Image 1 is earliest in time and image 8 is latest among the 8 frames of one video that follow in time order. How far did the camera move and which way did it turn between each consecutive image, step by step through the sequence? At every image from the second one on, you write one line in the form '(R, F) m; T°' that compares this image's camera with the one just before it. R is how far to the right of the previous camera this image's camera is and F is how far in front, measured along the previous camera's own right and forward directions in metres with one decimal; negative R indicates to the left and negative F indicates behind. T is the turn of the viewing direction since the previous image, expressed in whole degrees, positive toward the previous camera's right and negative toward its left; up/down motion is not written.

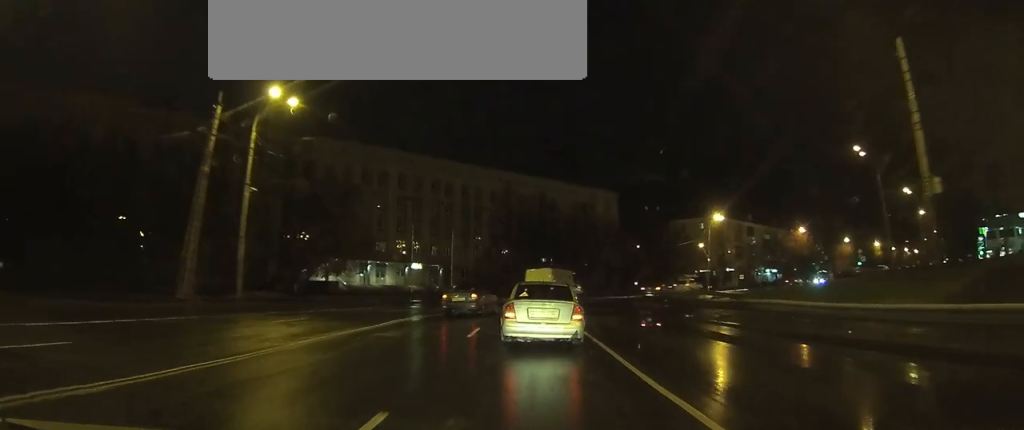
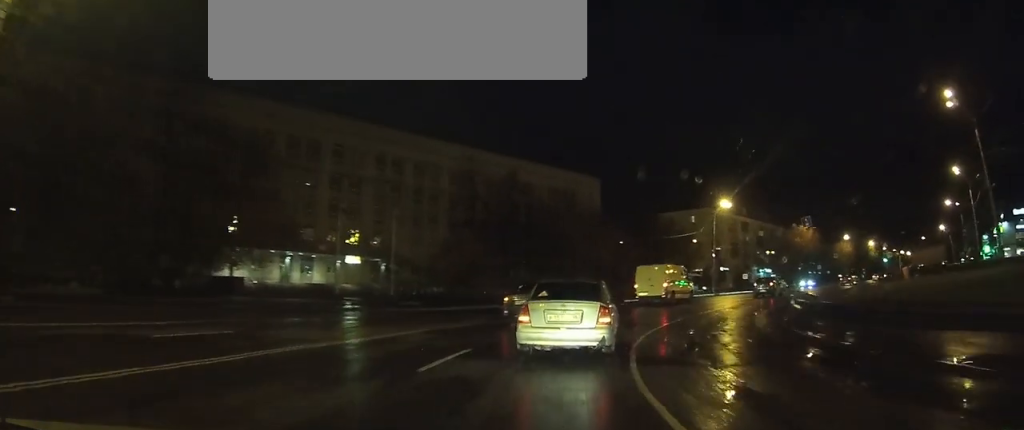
(+0.7, +17.4) m; +4°
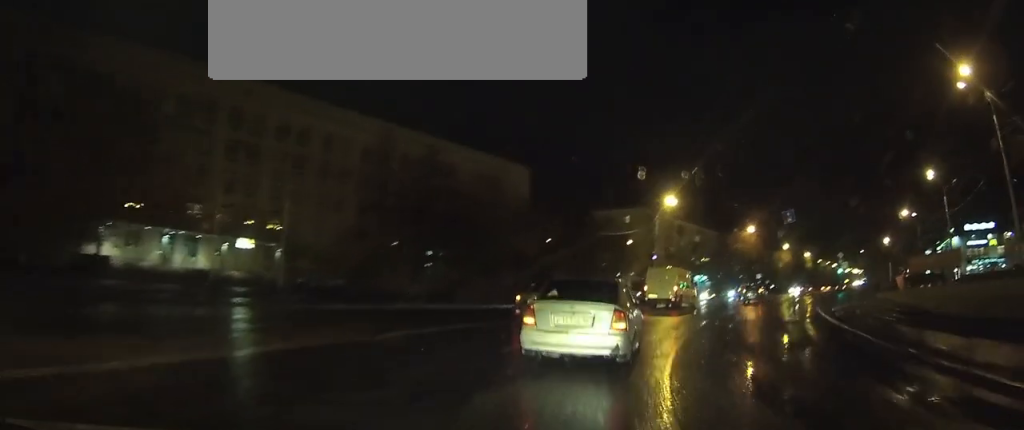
(-0.1, +9.1) m; +6°
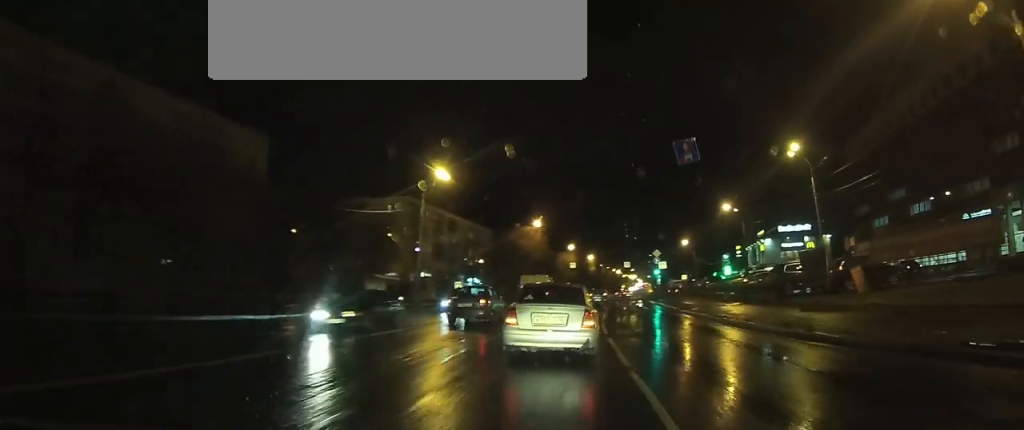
(+4.2, +20.4) m; +19°
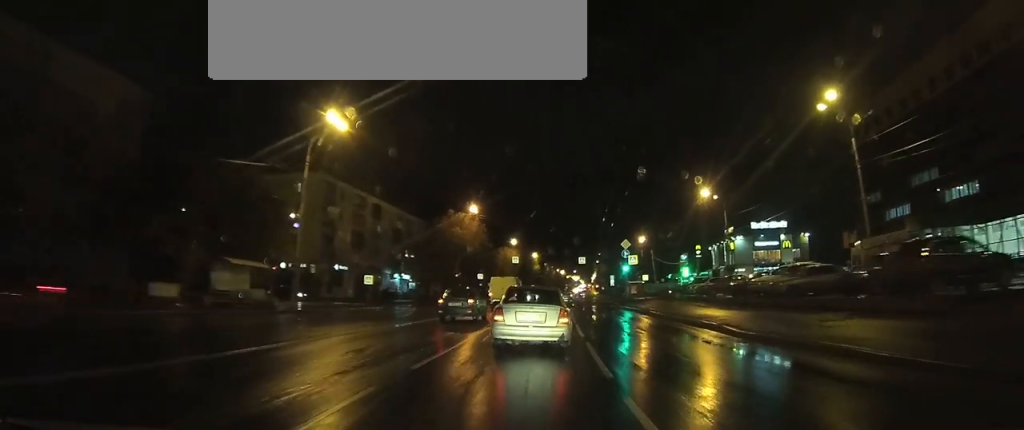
(+1.1, +17.3) m; +5°
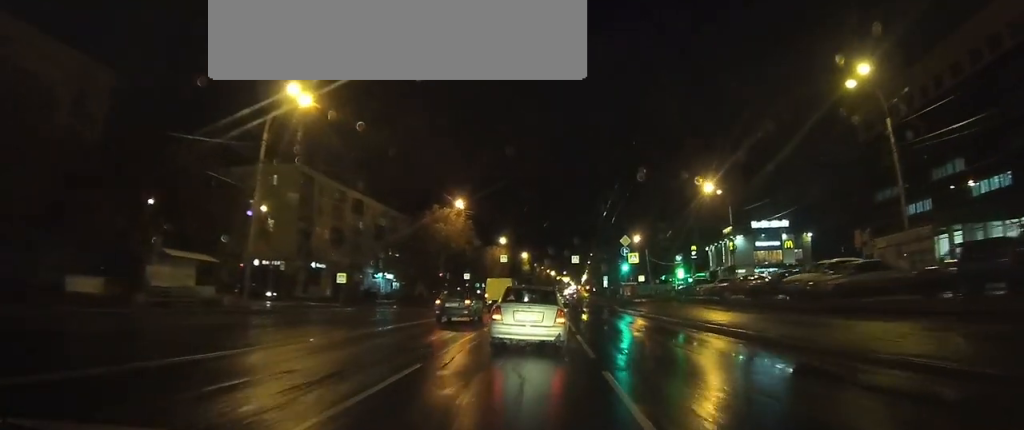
(+0.1, +5.2) m; +1°
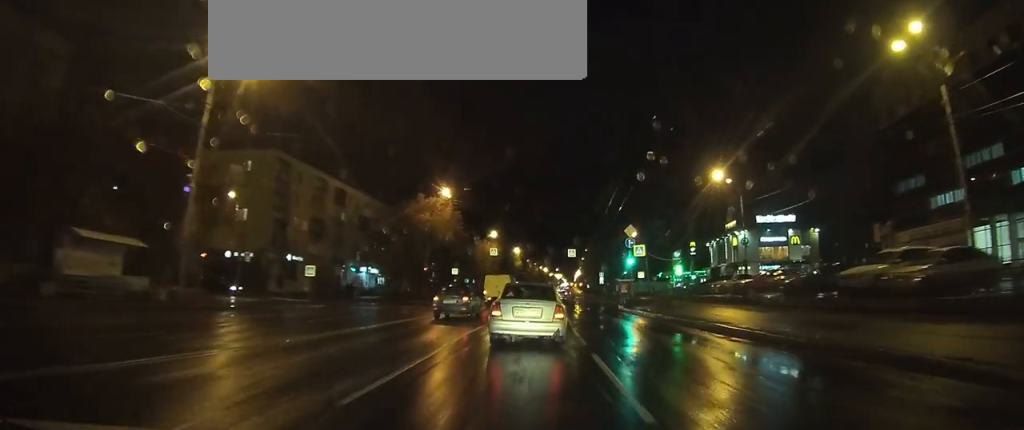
(0.0, +5.8) m; +1°
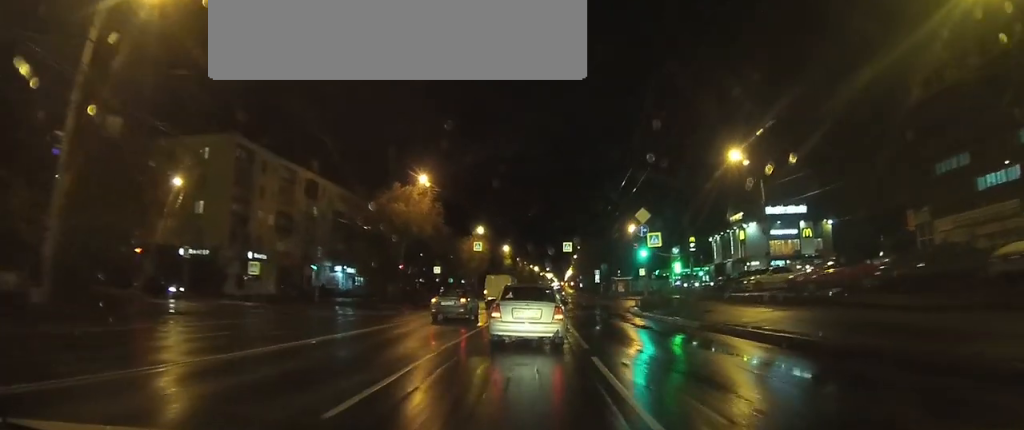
(0.0, +8.1) m; +1°
